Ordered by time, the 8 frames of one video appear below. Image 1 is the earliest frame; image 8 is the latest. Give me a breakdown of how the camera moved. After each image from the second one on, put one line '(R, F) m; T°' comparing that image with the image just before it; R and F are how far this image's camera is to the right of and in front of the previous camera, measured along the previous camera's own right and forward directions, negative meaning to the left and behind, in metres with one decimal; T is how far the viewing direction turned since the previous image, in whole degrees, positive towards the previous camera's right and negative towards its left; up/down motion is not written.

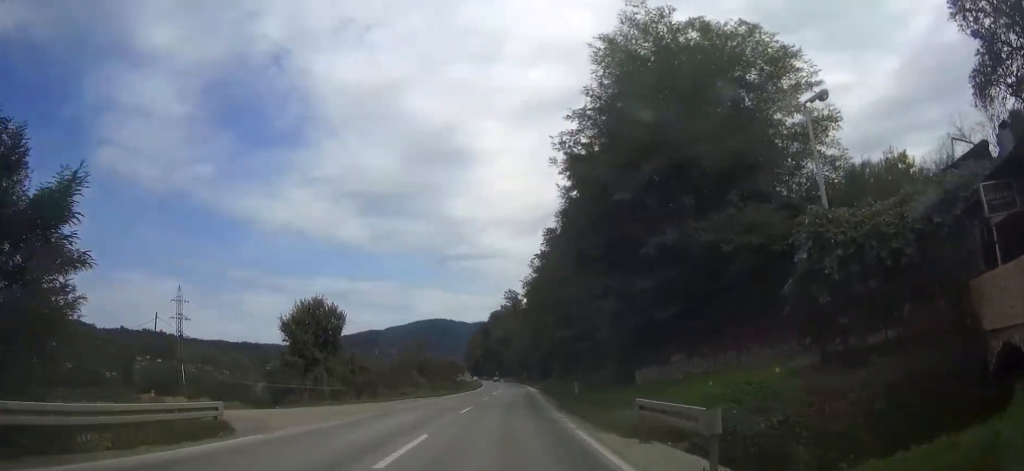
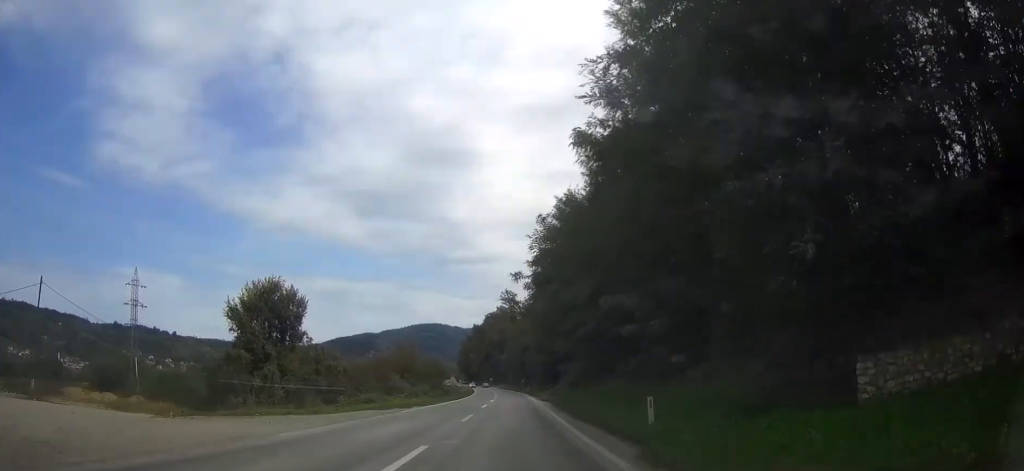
(+0.1, +16.2) m; 0°
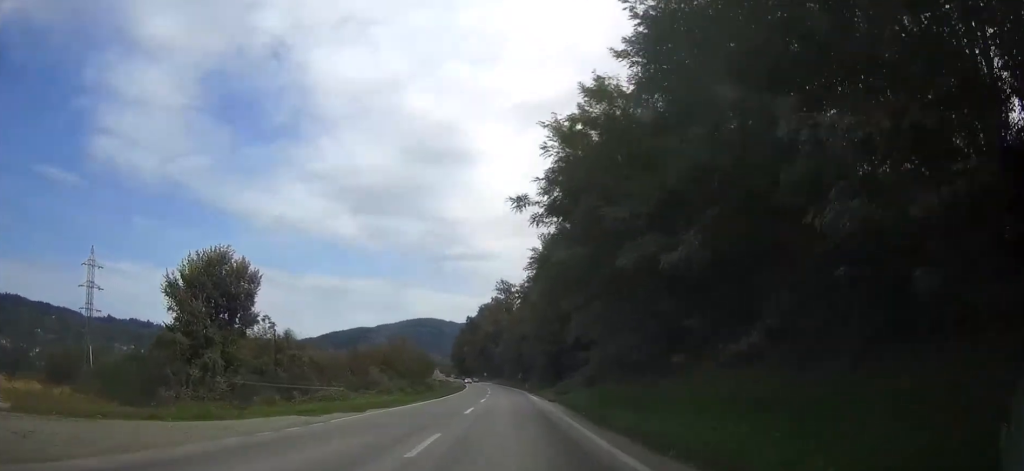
(0.0, +13.1) m; 0°
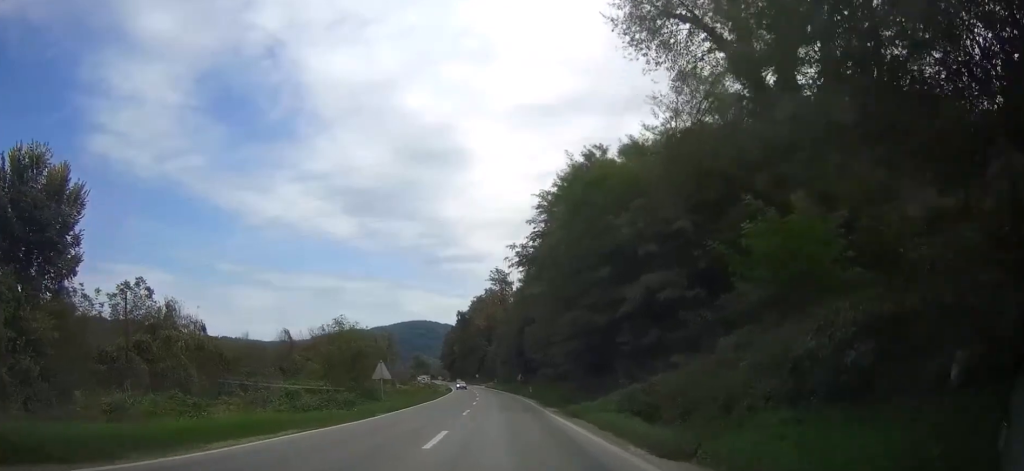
(+0.2, +26.9) m; +1°
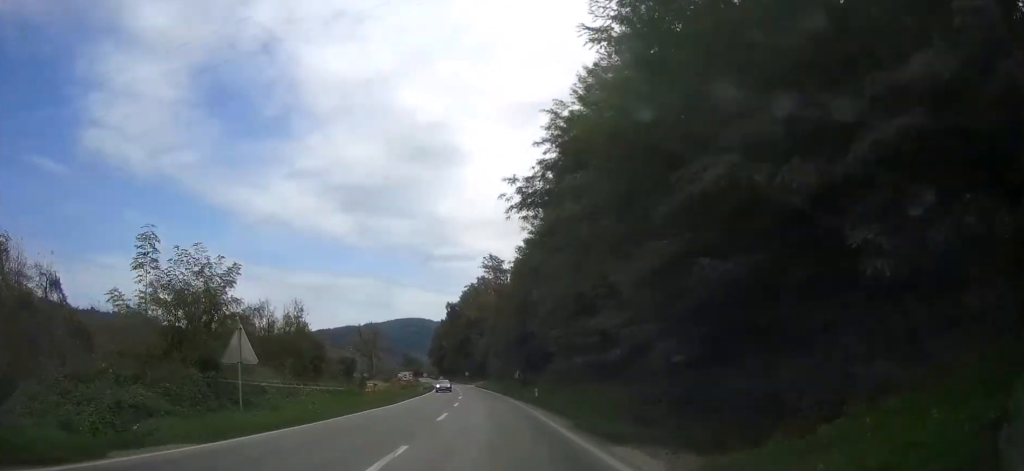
(+0.1, +20.0) m; 0°
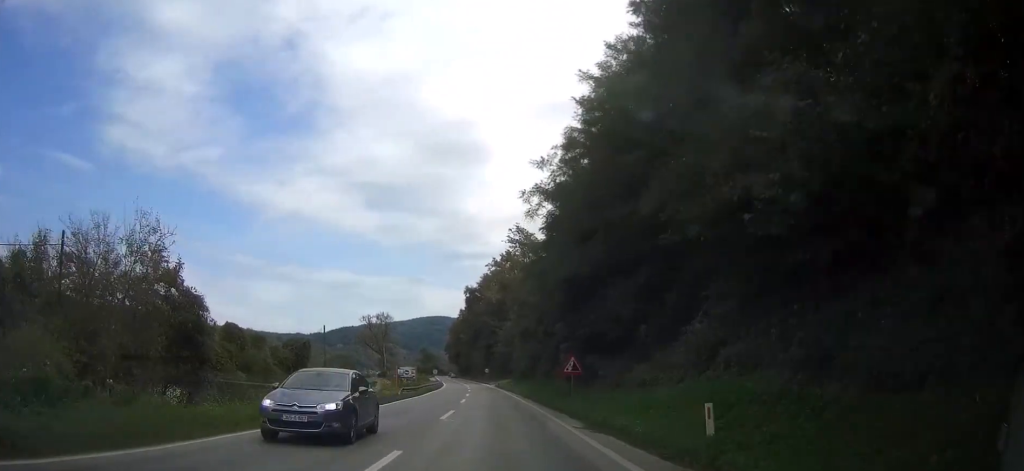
(-0.1, +31.5) m; -1°
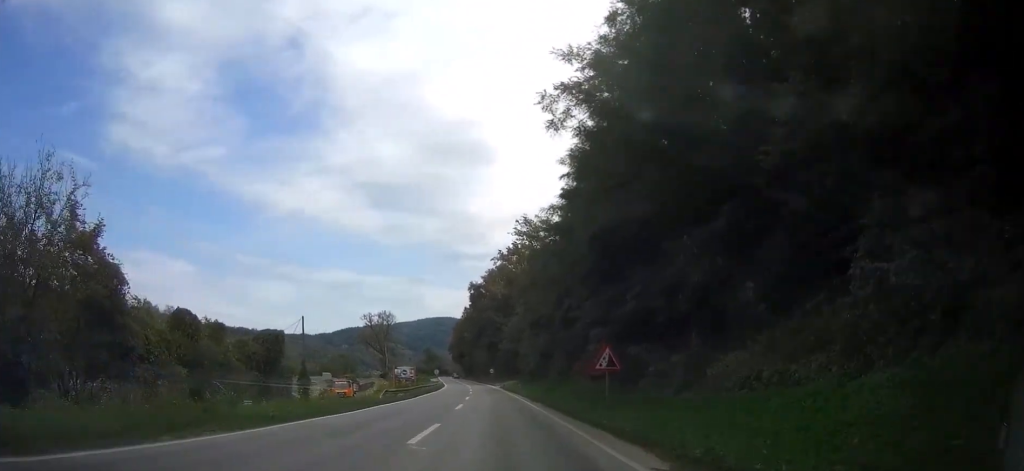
(-0.1, +8.7) m; -1°
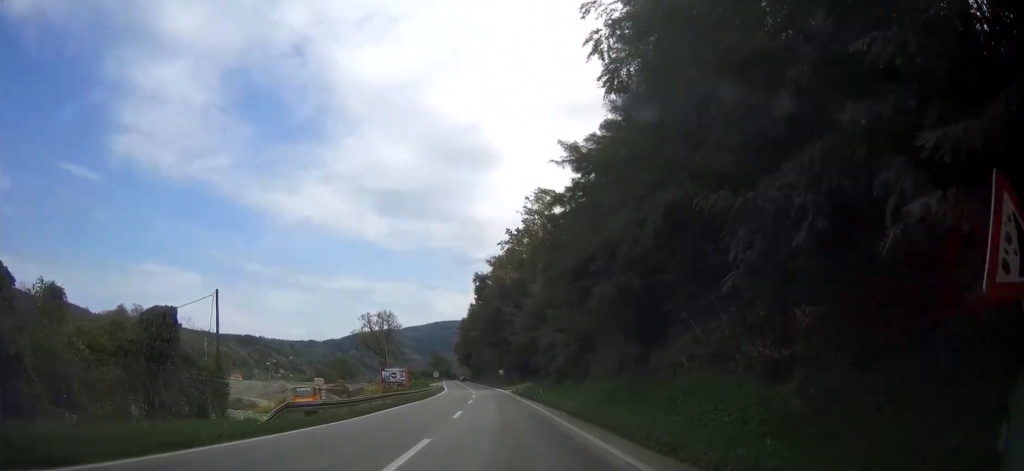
(-0.1, +19.0) m; -1°
